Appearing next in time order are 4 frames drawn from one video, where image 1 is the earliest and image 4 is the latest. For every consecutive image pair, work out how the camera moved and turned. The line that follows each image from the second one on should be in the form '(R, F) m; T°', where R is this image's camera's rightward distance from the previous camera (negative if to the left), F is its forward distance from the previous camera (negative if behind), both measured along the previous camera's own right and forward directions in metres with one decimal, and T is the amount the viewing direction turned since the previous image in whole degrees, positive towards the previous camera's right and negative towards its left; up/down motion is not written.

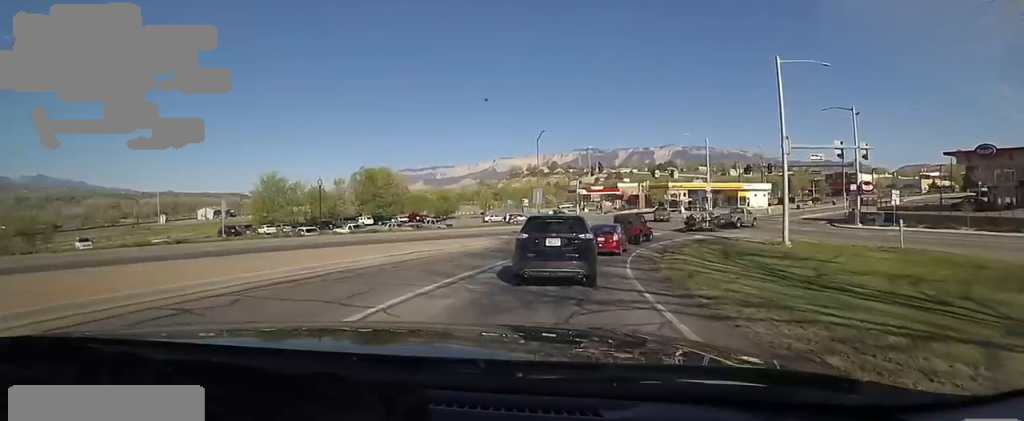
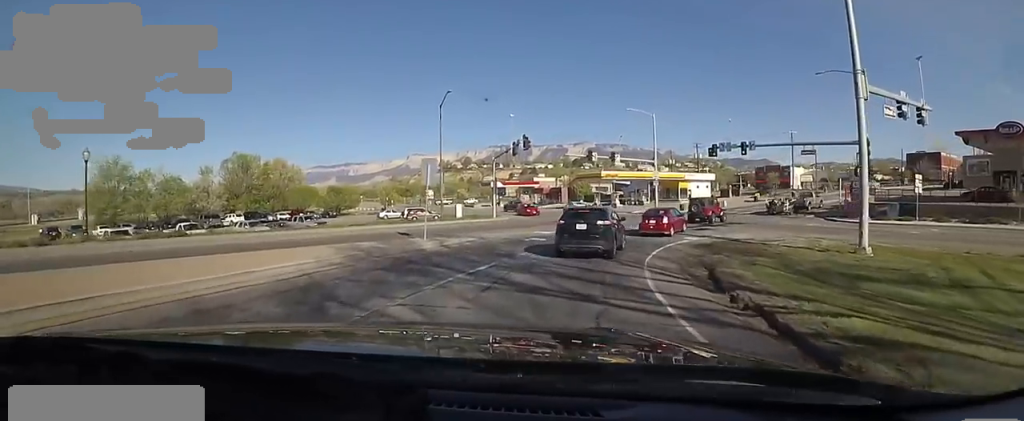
(-1.9, +12.1) m; -12°
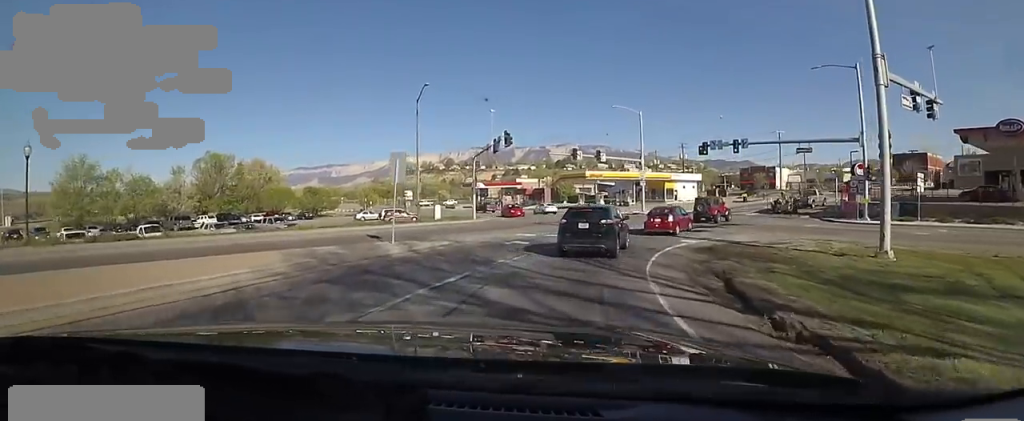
(-0.6, +2.1) m; +1°
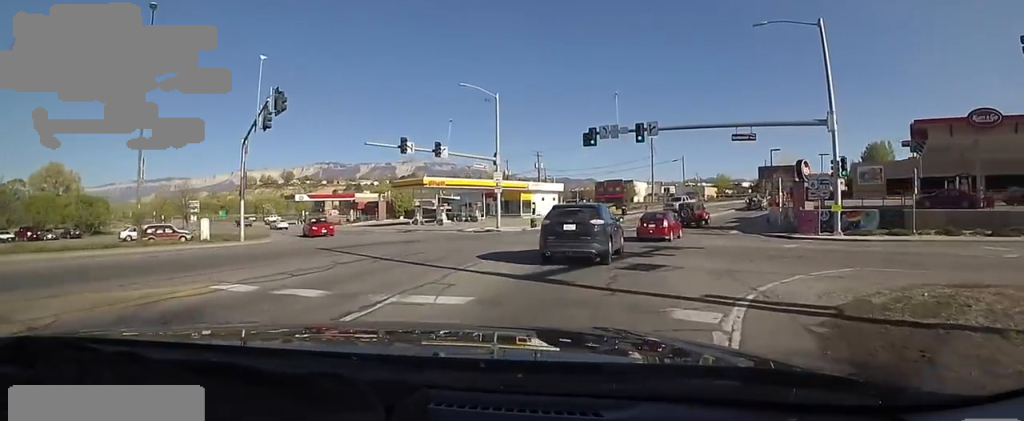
(+5.4, +13.5) m; +31°
